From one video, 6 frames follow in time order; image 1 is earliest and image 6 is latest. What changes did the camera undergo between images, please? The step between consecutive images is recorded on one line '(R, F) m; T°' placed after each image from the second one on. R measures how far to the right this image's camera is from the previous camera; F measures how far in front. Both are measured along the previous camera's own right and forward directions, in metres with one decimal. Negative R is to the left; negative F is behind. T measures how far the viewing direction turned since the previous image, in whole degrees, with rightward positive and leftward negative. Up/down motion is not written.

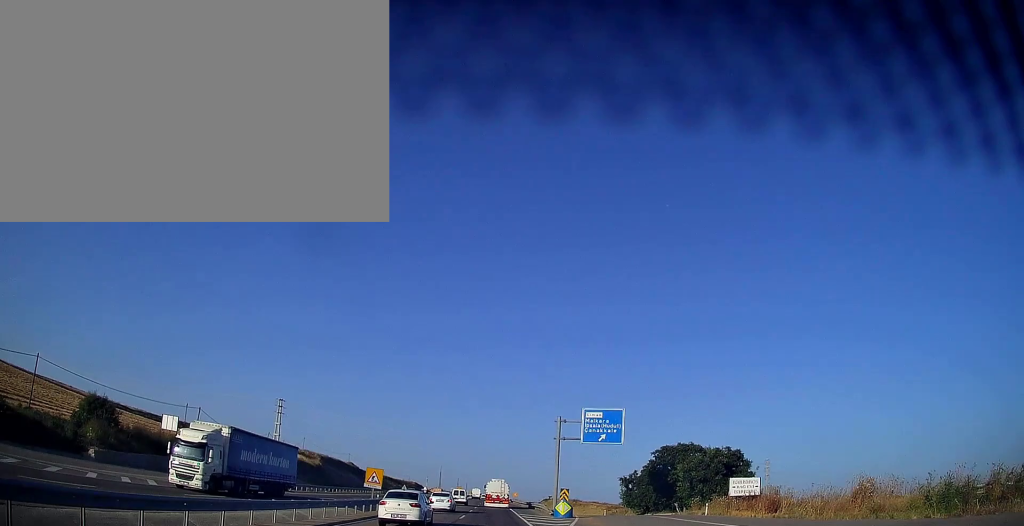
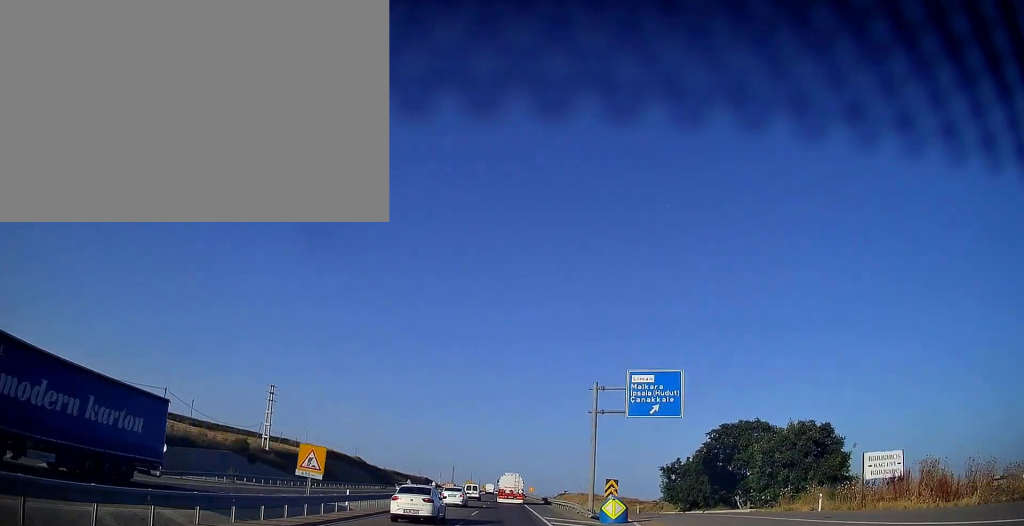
(-0.1, +13.2) m; -1°
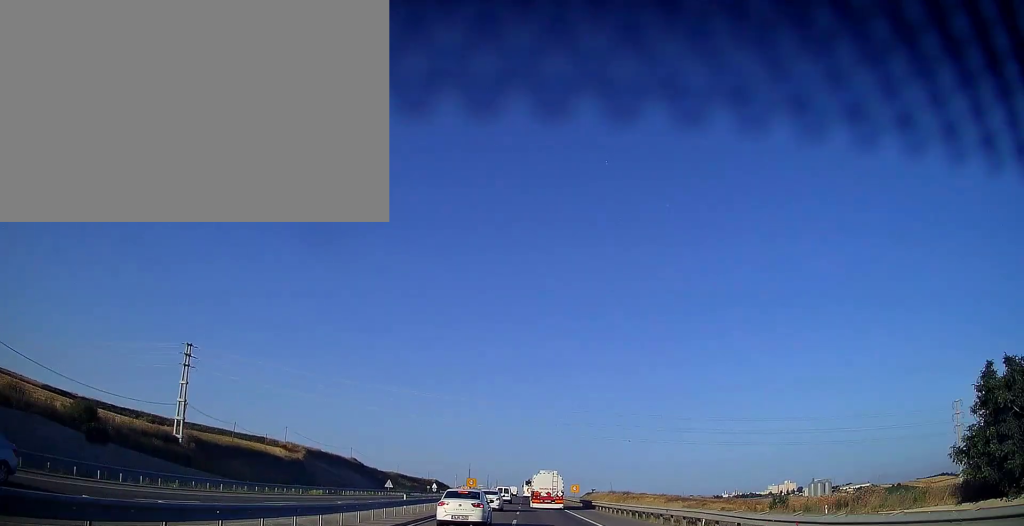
(-1.1, +45.2) m; -2°
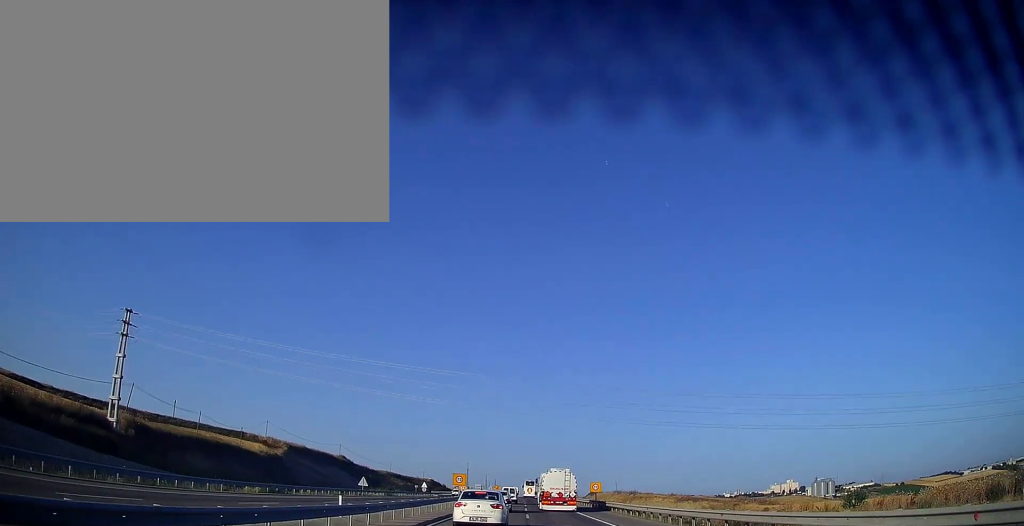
(-0.1, +16.3) m; 0°
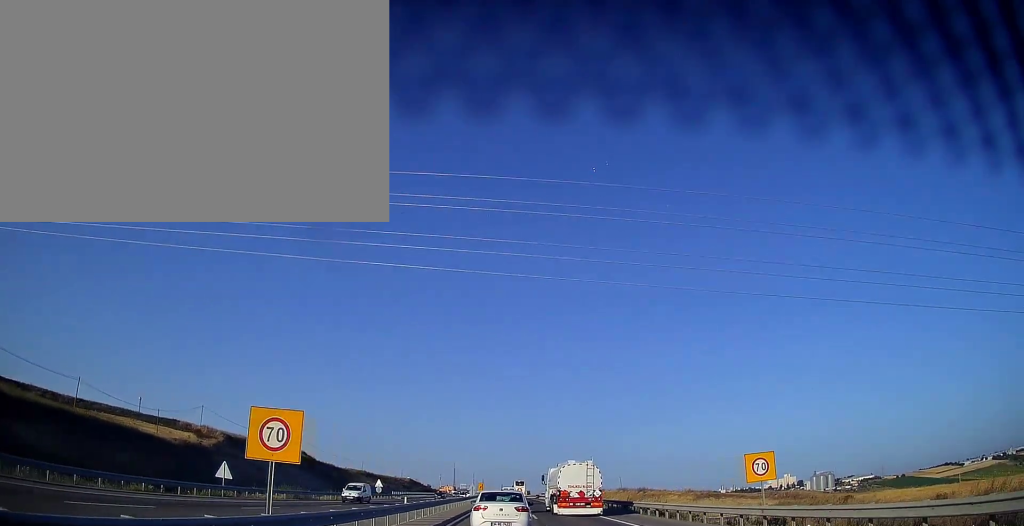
(+0.5, +38.0) m; +1°
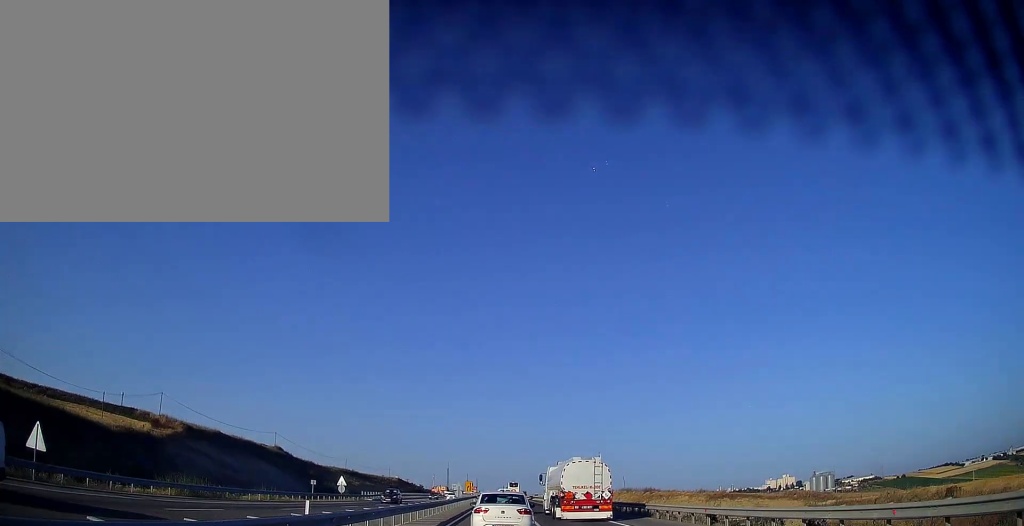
(0.0, +19.1) m; 0°
